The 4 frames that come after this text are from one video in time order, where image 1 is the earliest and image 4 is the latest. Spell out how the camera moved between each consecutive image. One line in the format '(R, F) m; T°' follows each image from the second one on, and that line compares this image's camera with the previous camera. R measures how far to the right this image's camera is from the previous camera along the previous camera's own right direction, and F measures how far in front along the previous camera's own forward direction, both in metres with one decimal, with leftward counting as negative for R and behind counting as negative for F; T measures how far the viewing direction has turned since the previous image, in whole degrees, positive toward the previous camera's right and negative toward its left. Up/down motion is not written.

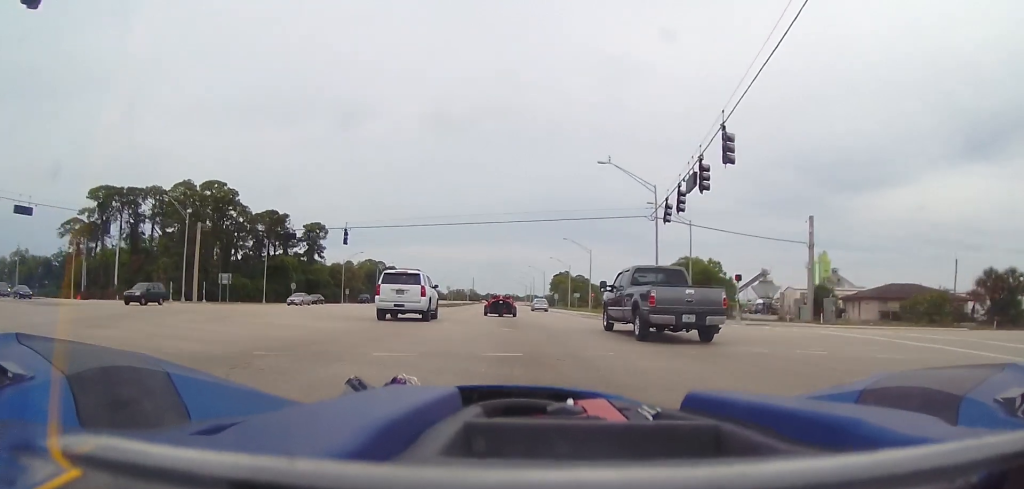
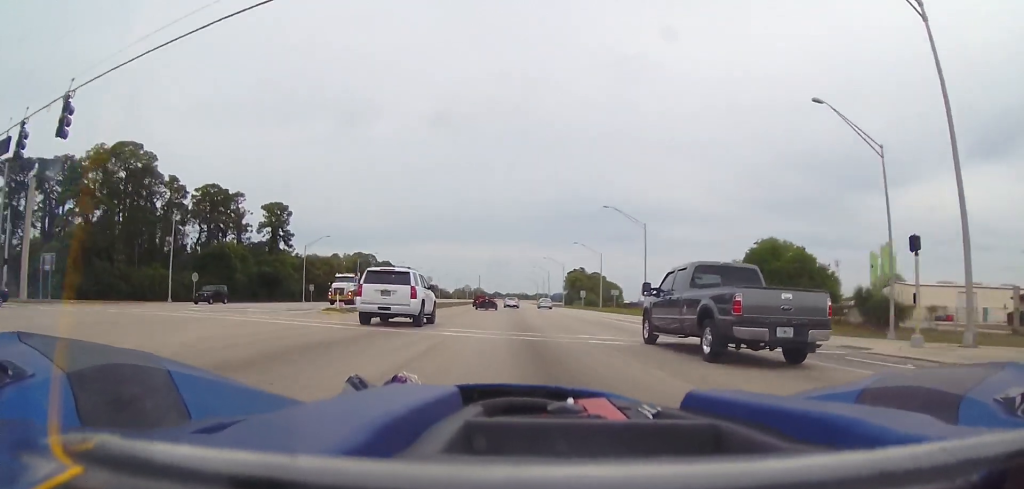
(-1.3, +35.3) m; -2°
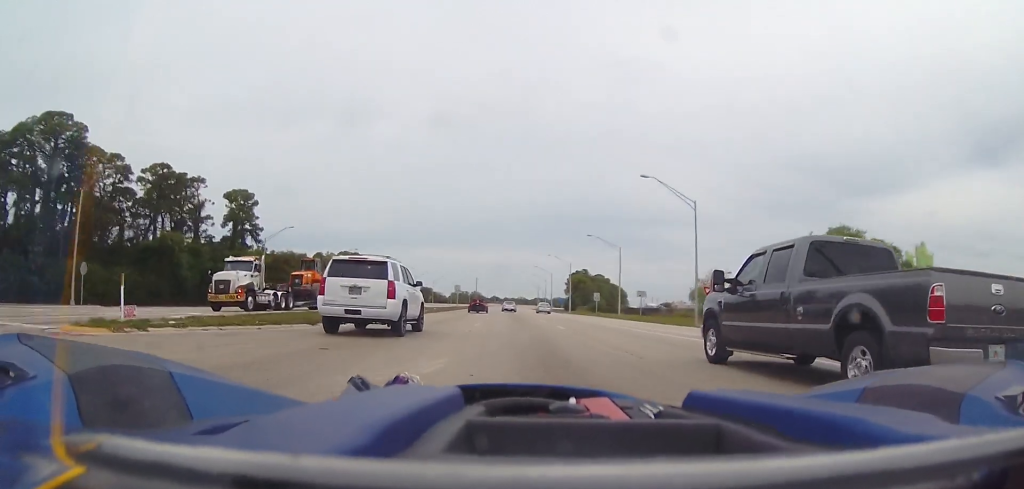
(+0.5, +19.3) m; +1°
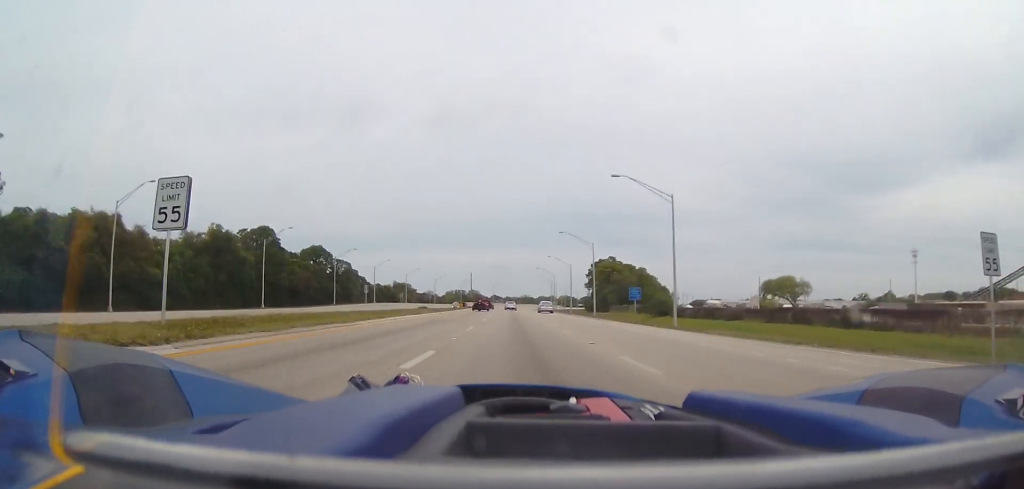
(-0.8, +81.1) m; -2°
